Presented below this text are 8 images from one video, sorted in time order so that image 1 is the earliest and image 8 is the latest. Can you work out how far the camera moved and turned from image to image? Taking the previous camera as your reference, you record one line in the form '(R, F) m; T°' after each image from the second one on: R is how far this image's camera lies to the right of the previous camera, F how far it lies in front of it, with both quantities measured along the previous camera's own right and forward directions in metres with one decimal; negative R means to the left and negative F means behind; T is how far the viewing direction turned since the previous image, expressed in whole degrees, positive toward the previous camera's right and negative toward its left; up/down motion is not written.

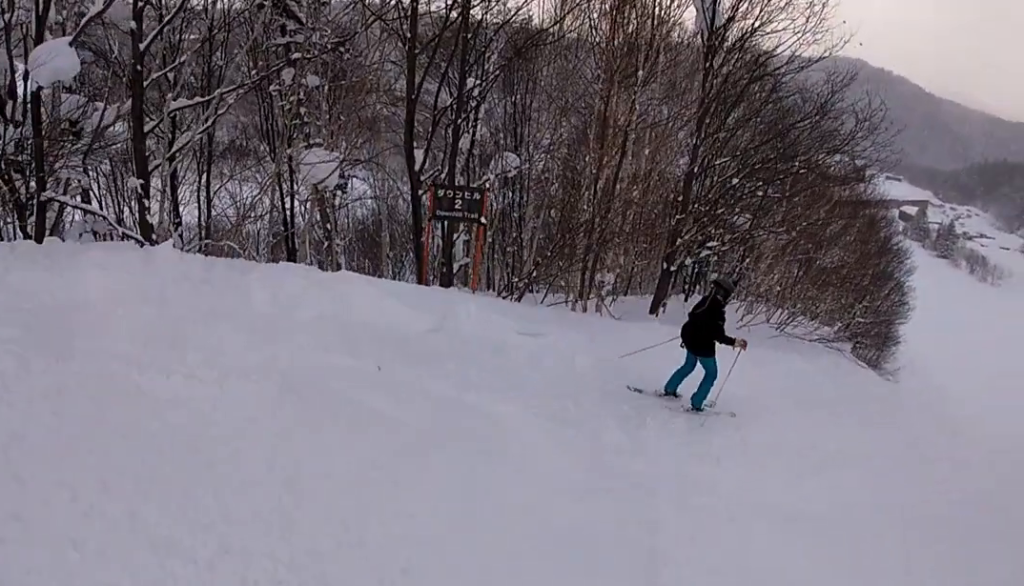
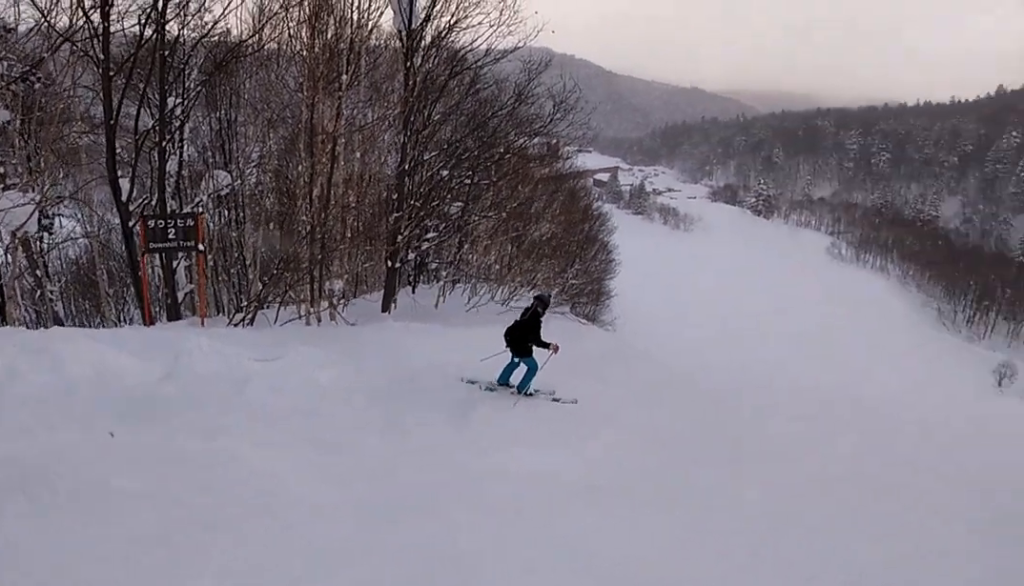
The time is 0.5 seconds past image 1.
(+0.6, +0.8) m; +17°
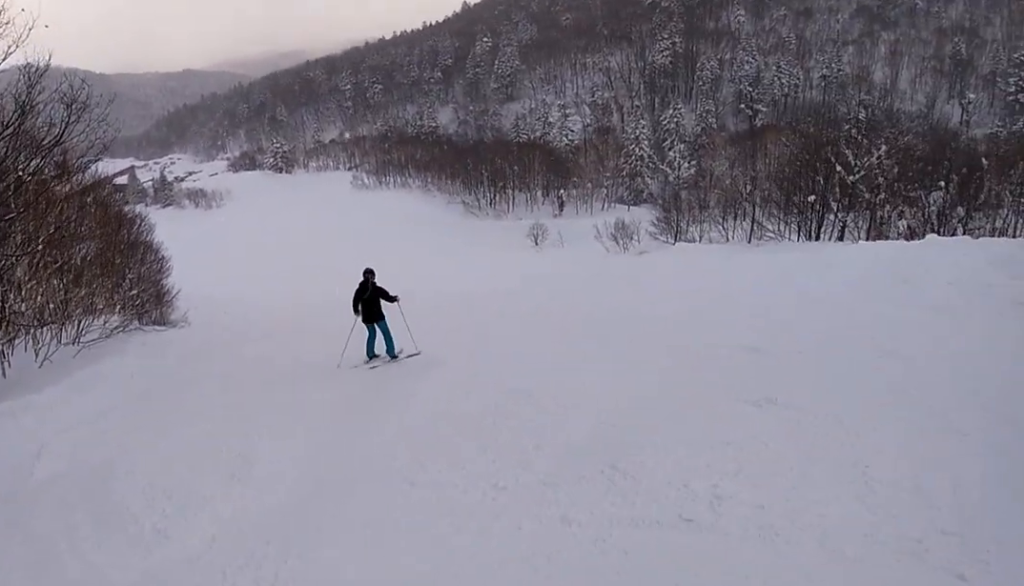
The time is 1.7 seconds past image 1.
(+0.9, +2.6) m; -1°
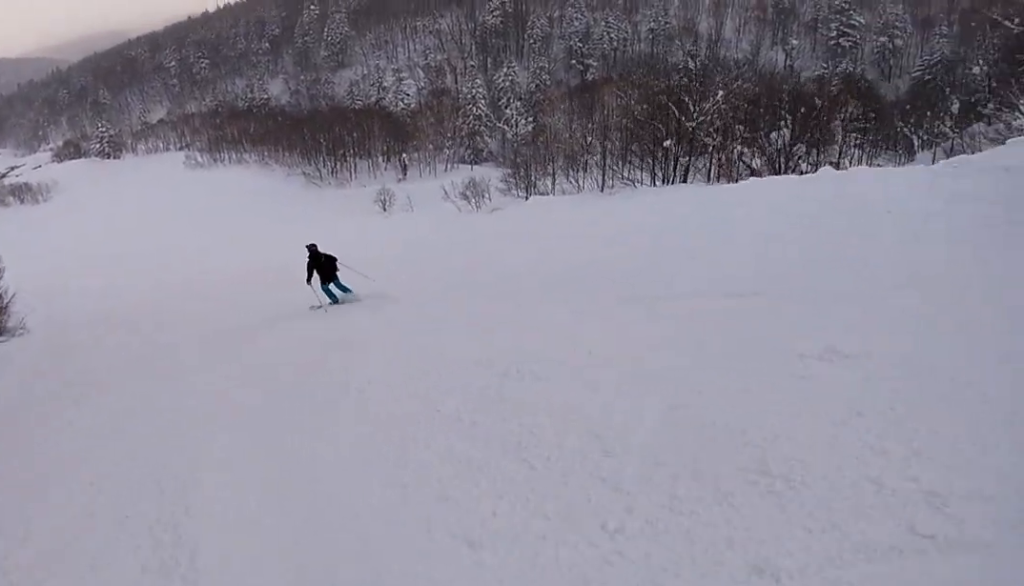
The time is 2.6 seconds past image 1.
(-0.7, +2.6) m; -4°
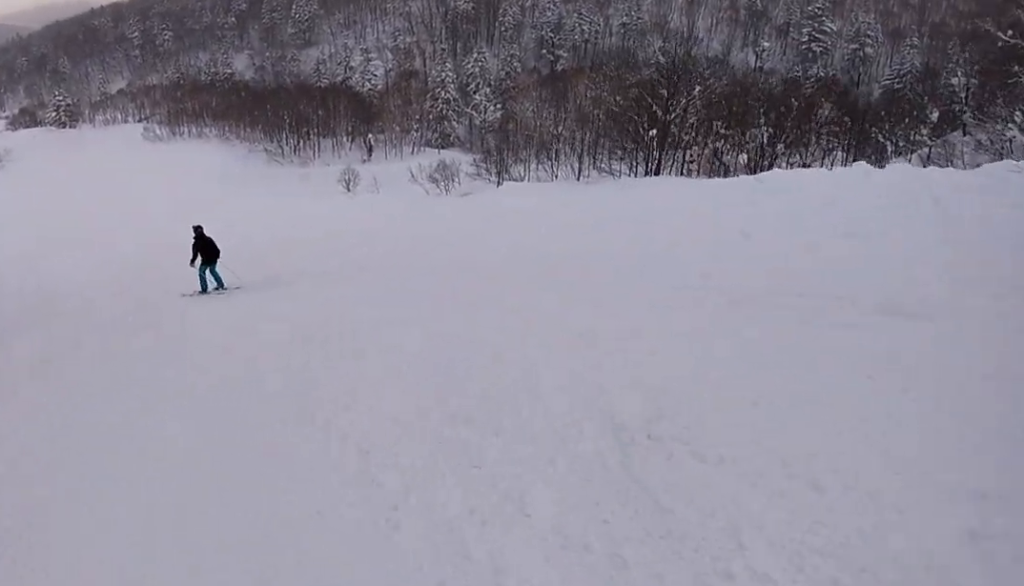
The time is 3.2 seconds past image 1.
(-0.1, +2.5) m; +6°
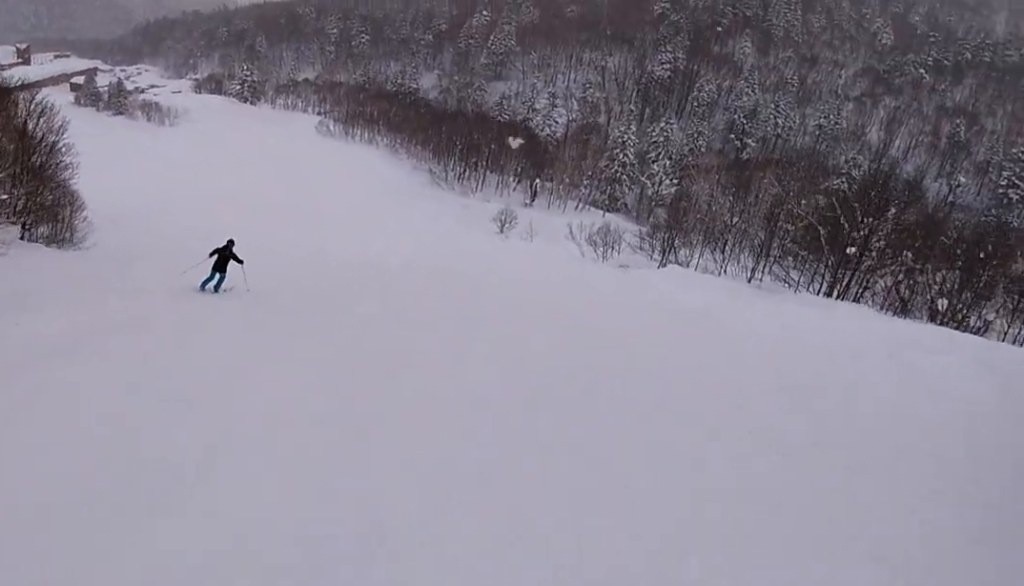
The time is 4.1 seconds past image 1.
(+1.1, +4.2) m; +5°
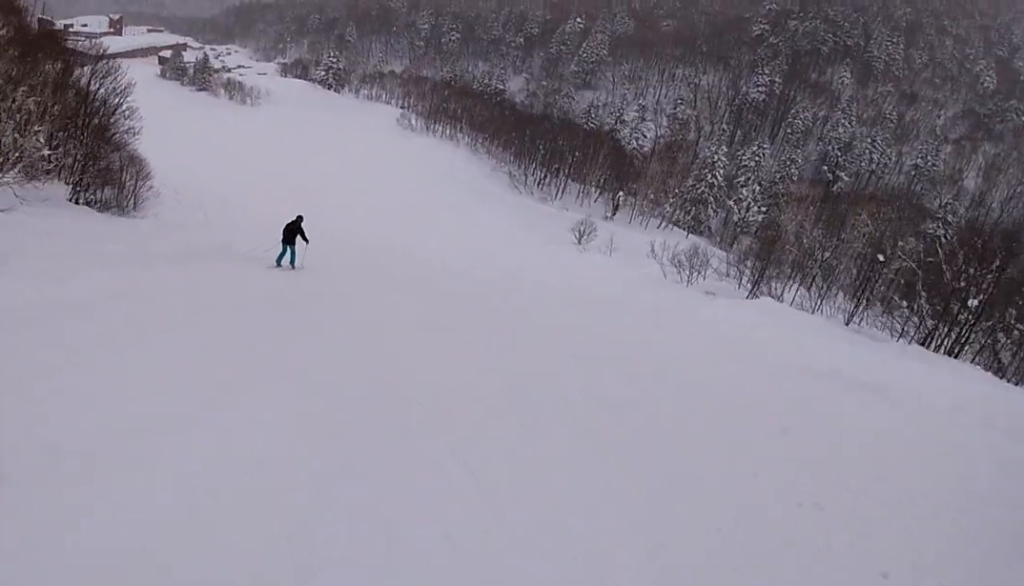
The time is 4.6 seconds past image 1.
(-0.5, +3.4) m; -5°
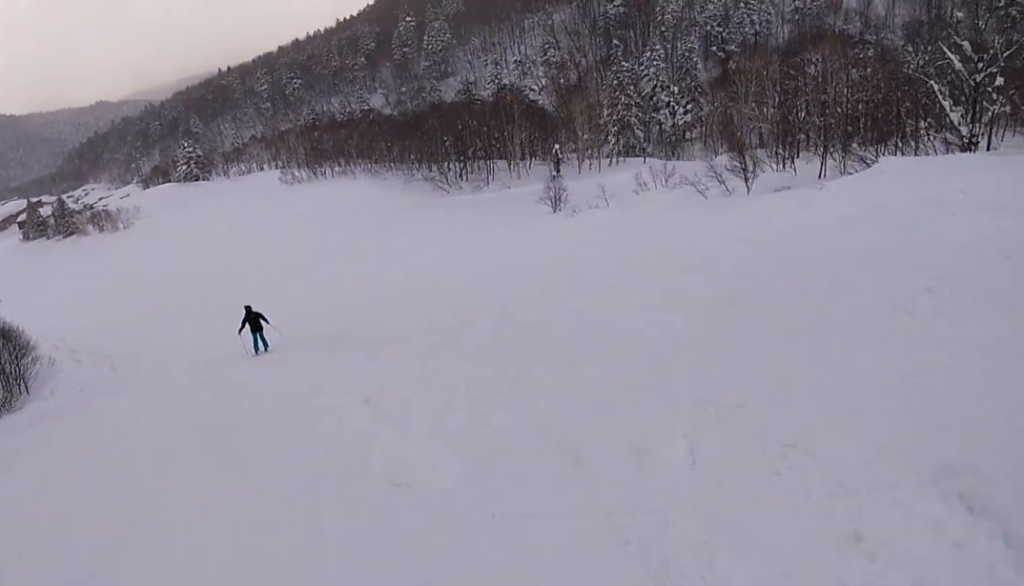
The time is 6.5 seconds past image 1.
(-0.4, +14.6) m; 0°
